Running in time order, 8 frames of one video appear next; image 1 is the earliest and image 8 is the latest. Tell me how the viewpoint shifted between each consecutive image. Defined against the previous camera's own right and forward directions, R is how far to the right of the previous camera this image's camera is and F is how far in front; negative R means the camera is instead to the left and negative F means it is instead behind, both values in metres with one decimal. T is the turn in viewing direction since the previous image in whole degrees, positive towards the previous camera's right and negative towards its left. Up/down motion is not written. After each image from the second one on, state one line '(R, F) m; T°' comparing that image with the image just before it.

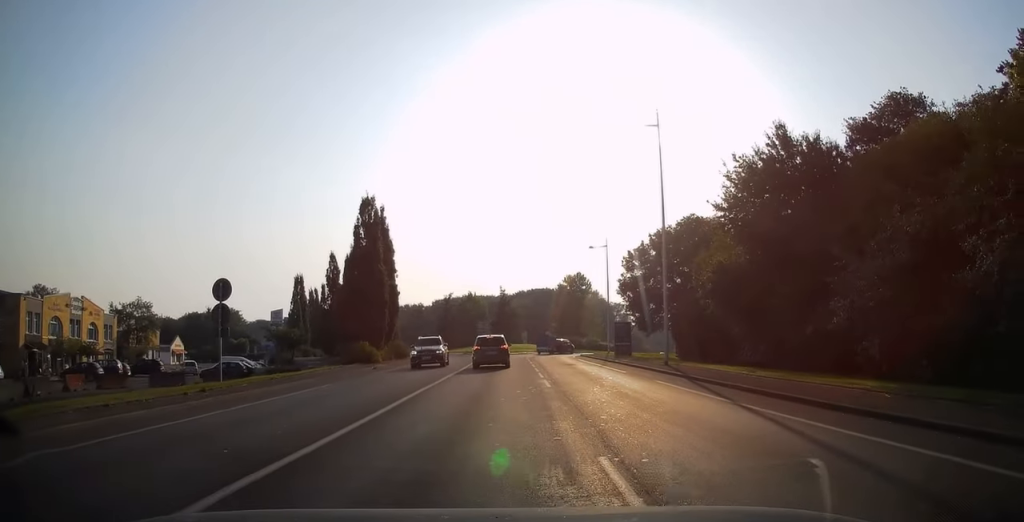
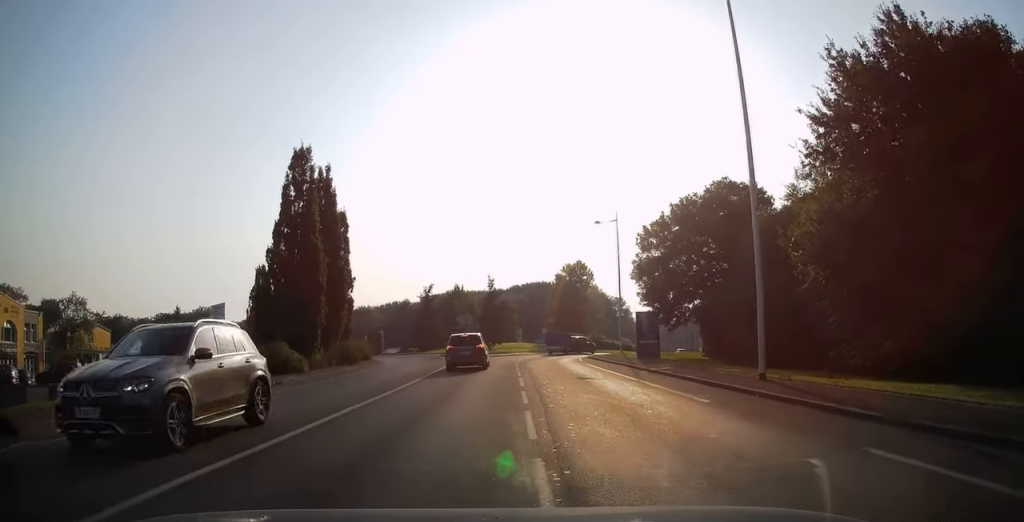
(0.0, +13.2) m; -1°
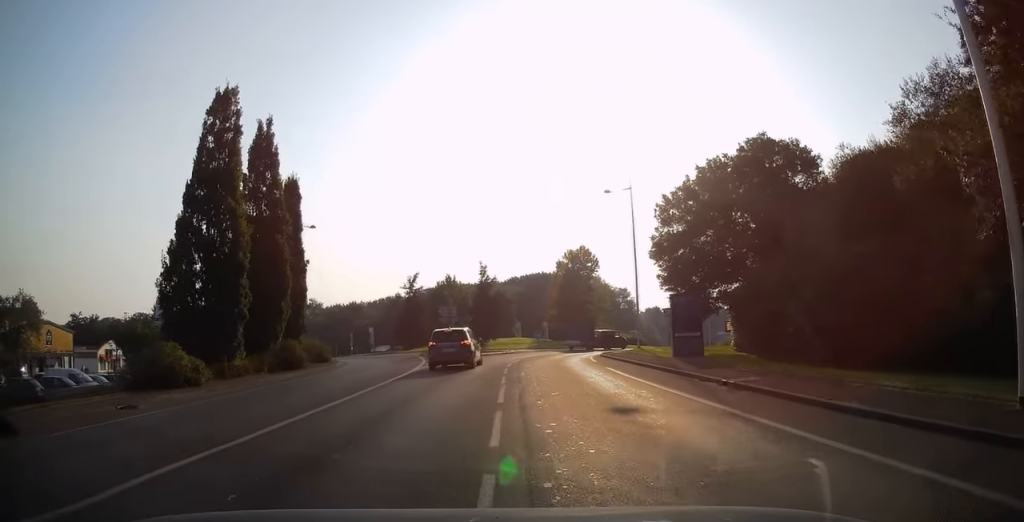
(-0.2, +9.2) m; 0°
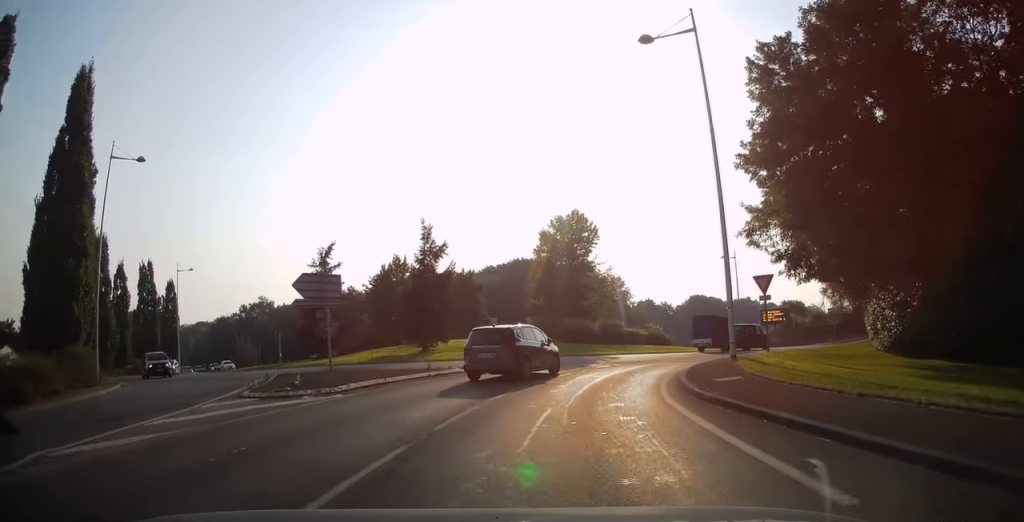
(+0.3, +23.4) m; +4°
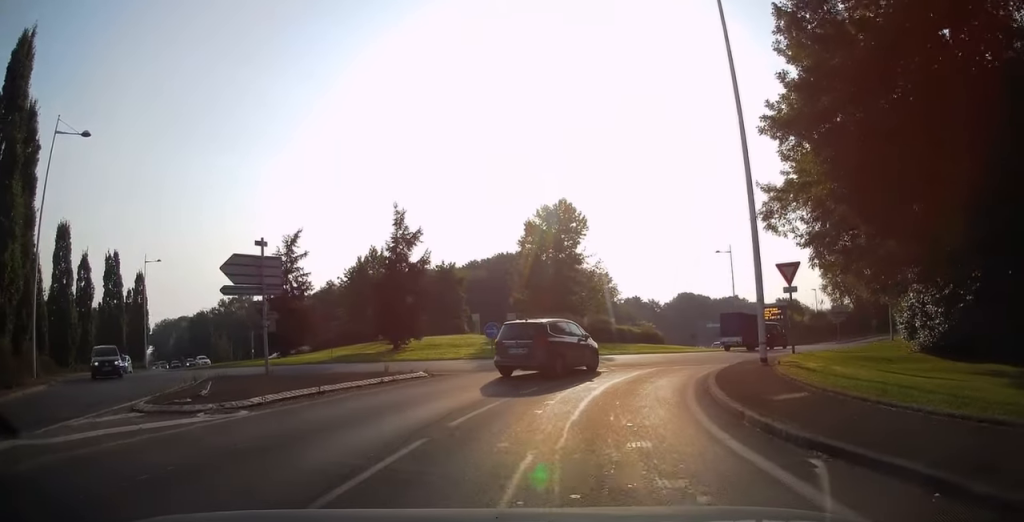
(+0.3, +3.5) m; +4°
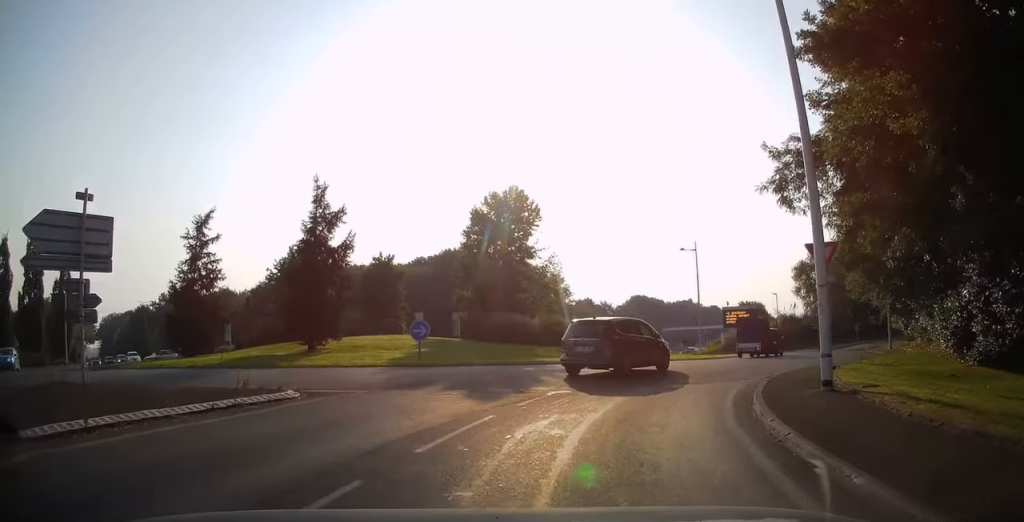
(+0.3, +5.8) m; +6°
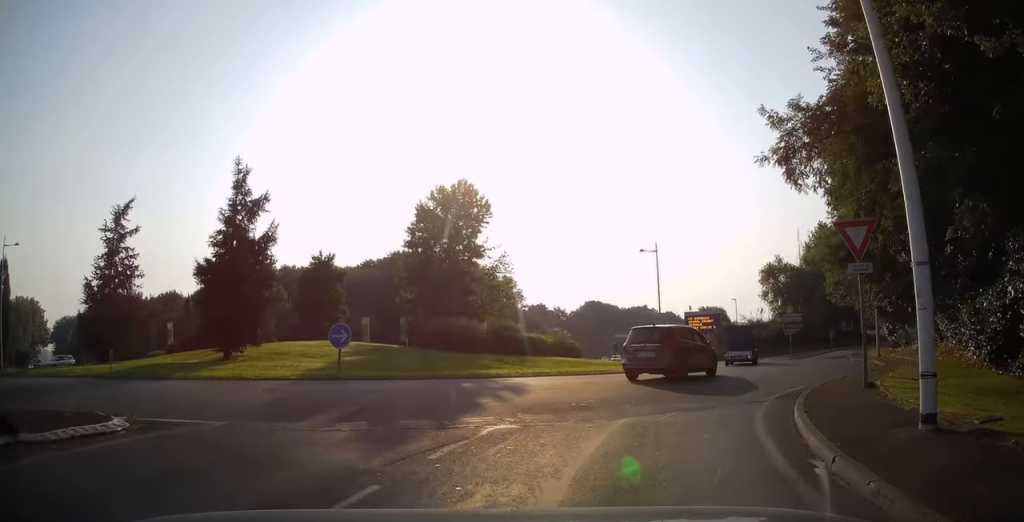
(+0.2, +4.0) m; +3°
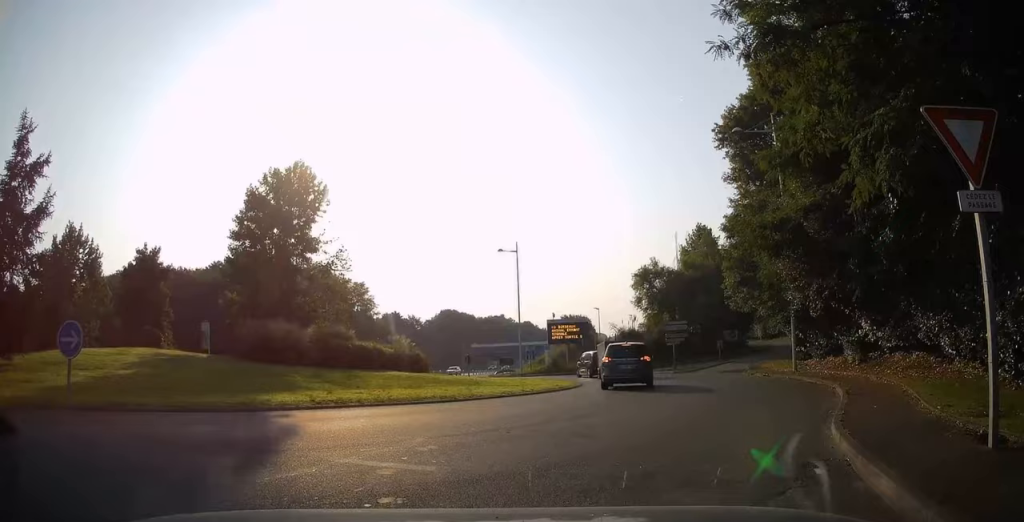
(+0.4, +6.8) m; +11°
